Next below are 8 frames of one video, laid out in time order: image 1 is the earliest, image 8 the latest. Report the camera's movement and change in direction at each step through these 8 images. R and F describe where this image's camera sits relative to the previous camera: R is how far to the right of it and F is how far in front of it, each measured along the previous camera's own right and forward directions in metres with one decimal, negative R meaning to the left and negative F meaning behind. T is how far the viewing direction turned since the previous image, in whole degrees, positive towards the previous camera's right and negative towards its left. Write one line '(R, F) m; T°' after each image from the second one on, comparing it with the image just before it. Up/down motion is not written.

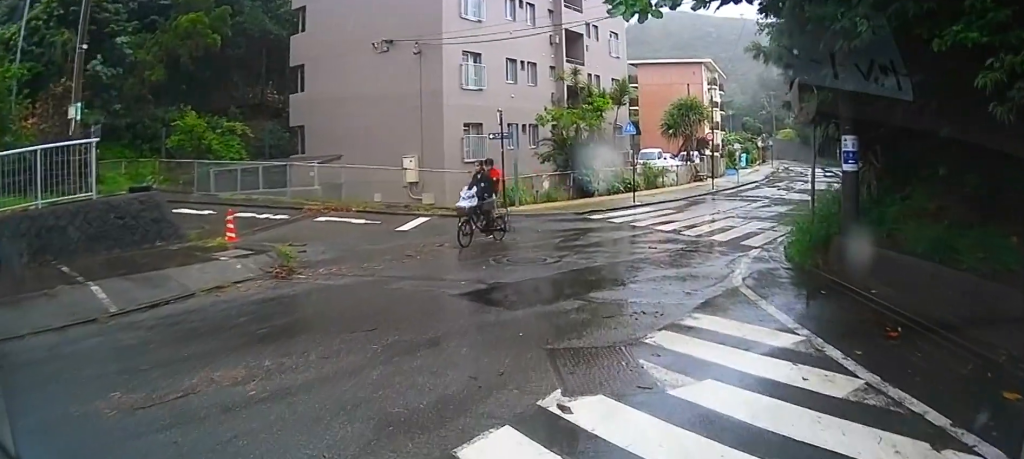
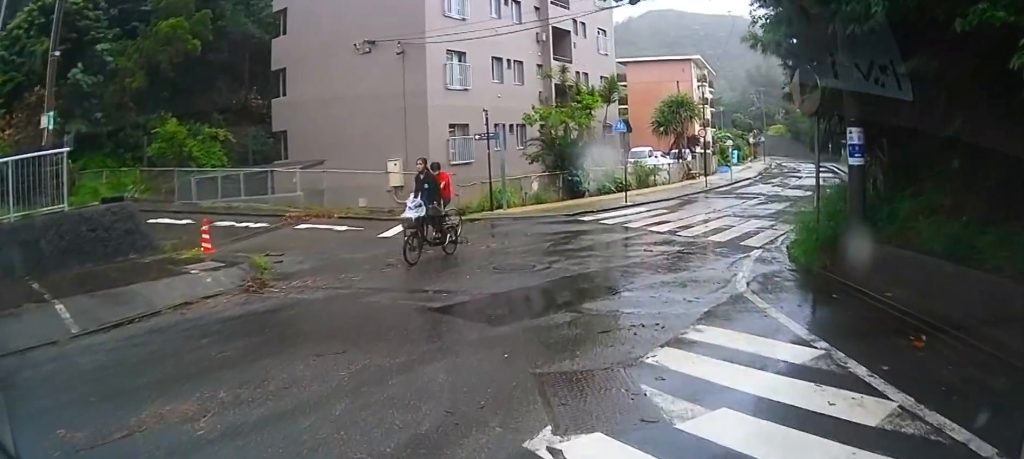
(0.0, +1.0) m; 0°
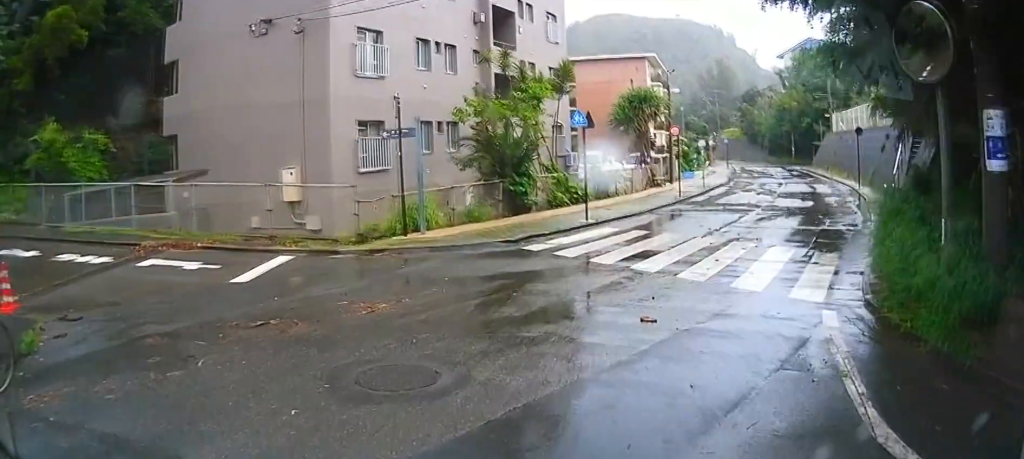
(0.0, +5.4) m; +11°
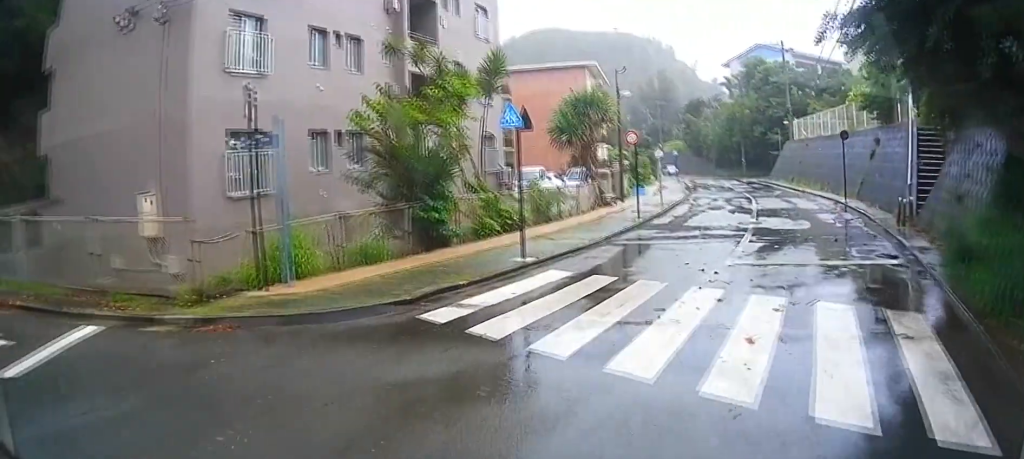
(+0.7, +3.0) m; +39°
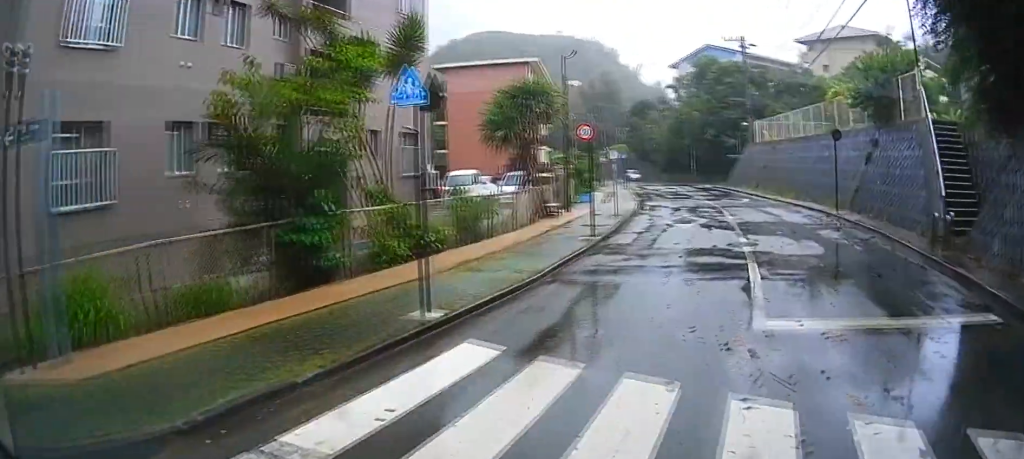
(+1.3, +3.2) m; +20°
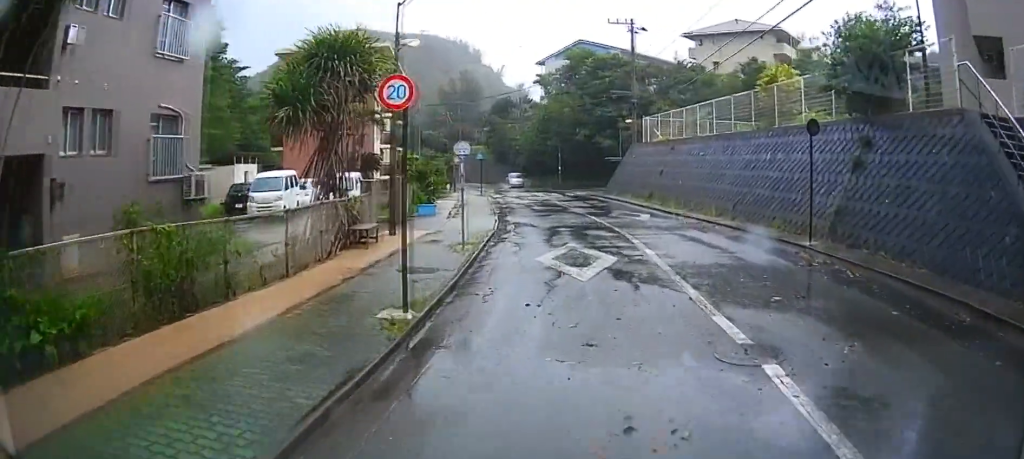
(0.0, +7.2) m; 0°
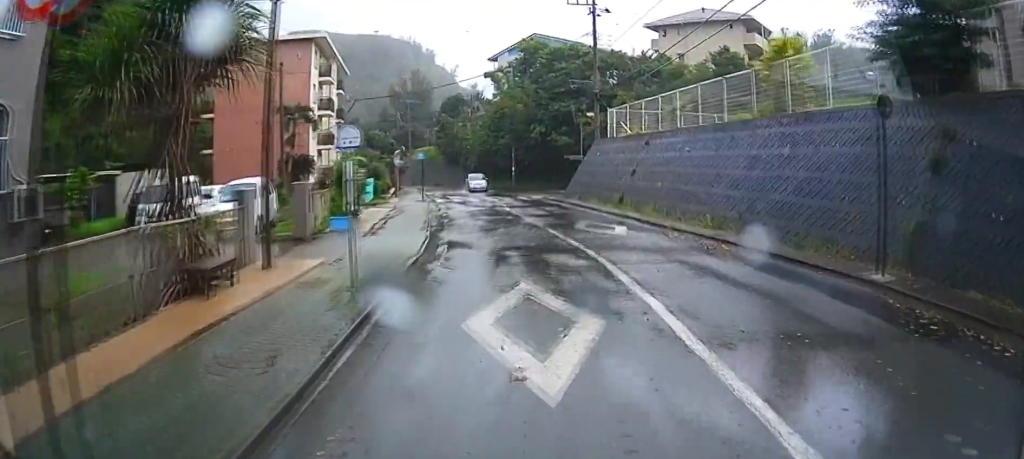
(-0.1, +4.8) m; -2°
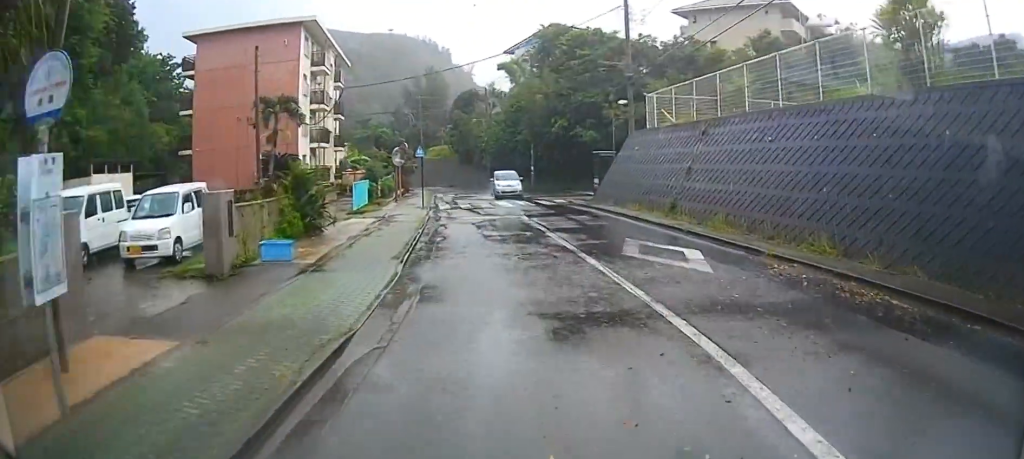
(-0.2, +6.2) m; -1°
